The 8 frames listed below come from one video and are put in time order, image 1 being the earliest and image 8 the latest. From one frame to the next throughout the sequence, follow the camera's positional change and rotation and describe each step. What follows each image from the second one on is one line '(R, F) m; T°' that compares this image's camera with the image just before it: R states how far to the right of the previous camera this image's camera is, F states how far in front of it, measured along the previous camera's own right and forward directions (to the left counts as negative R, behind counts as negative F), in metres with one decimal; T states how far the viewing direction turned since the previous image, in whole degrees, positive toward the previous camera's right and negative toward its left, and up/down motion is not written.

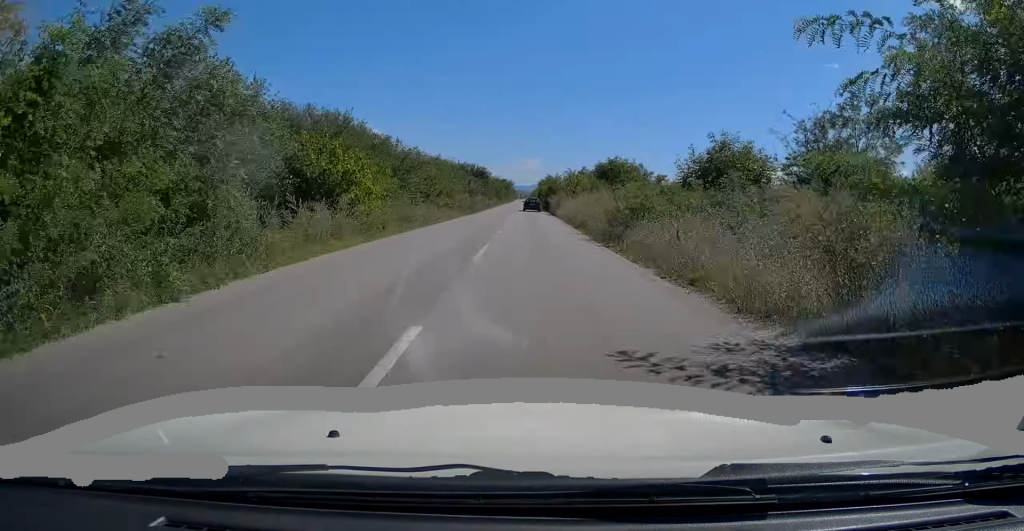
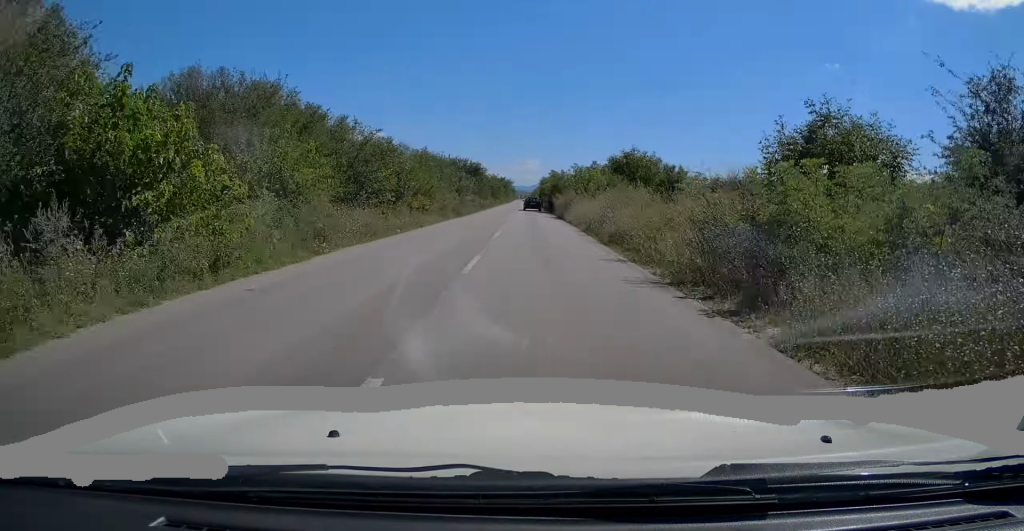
(+0.1, +10.4) m; 0°
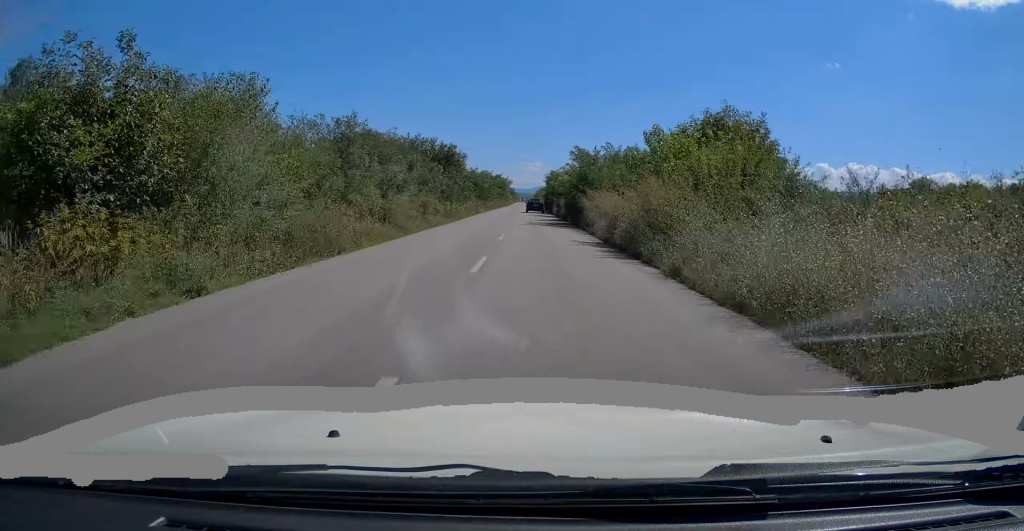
(-0.2, +26.5) m; 0°
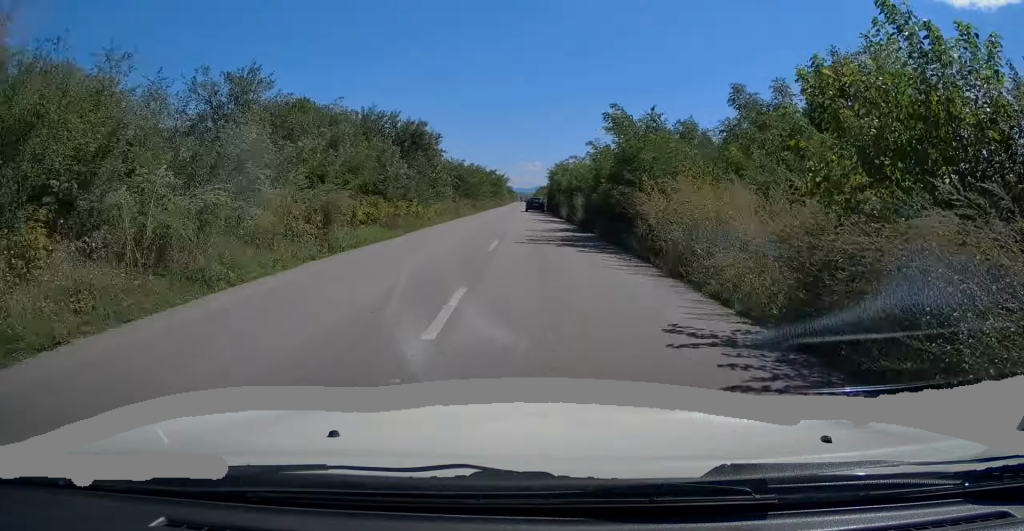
(0.0, +13.6) m; 0°
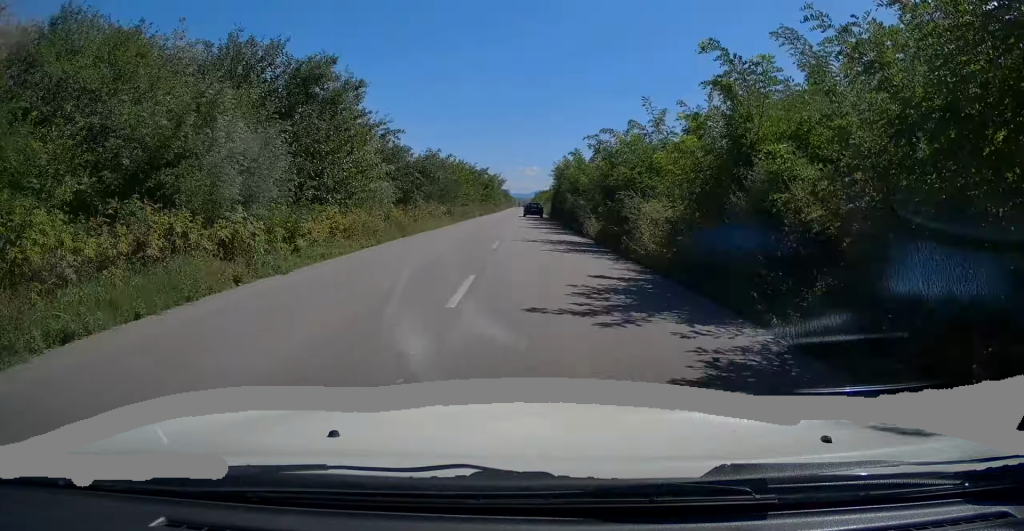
(+0.1, +16.0) m; 0°
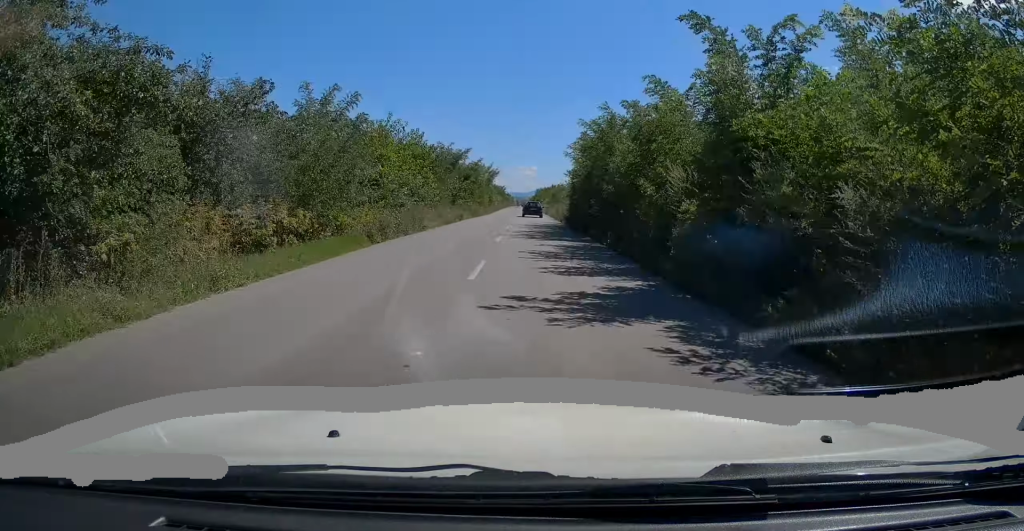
(-0.1, +24.0) m; 0°
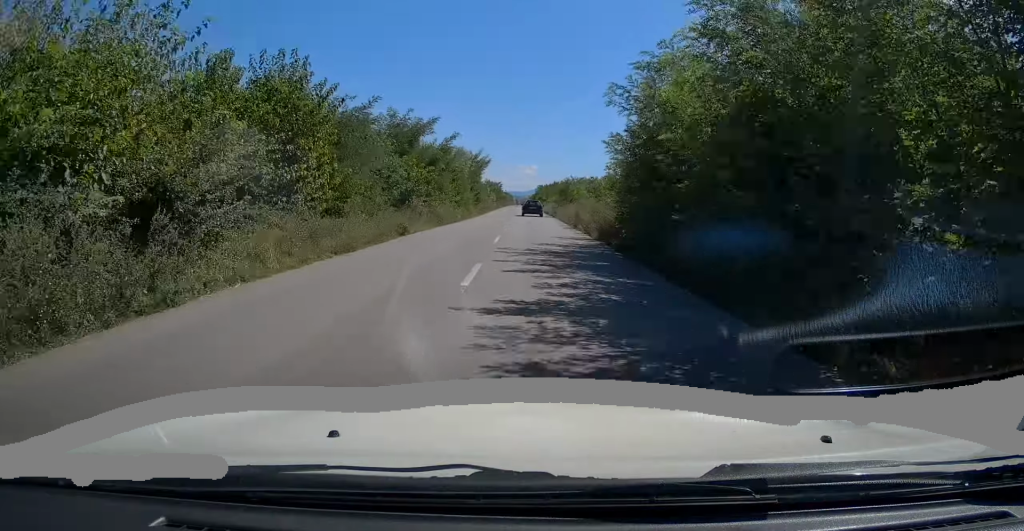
(+0.1, +18.4) m; +1°
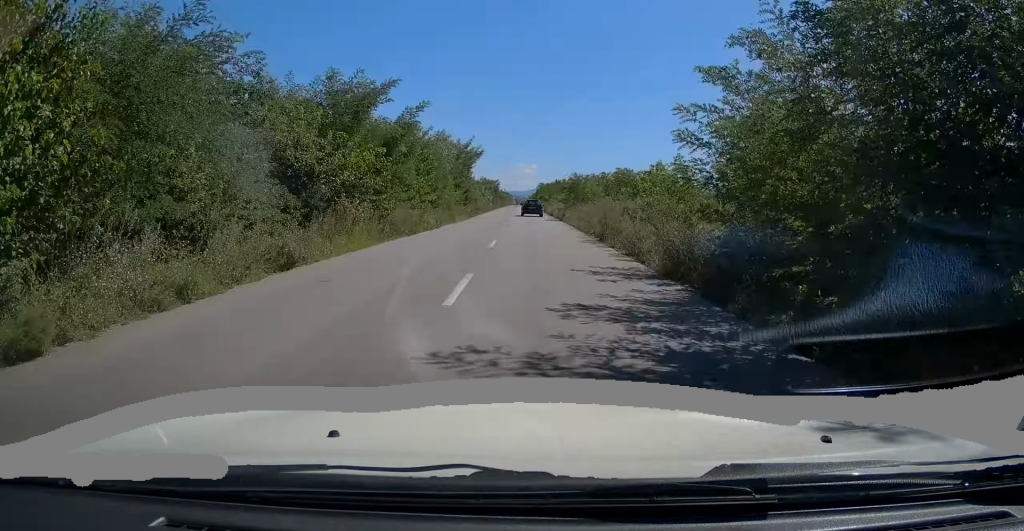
(0.0, +10.4) m; 0°
